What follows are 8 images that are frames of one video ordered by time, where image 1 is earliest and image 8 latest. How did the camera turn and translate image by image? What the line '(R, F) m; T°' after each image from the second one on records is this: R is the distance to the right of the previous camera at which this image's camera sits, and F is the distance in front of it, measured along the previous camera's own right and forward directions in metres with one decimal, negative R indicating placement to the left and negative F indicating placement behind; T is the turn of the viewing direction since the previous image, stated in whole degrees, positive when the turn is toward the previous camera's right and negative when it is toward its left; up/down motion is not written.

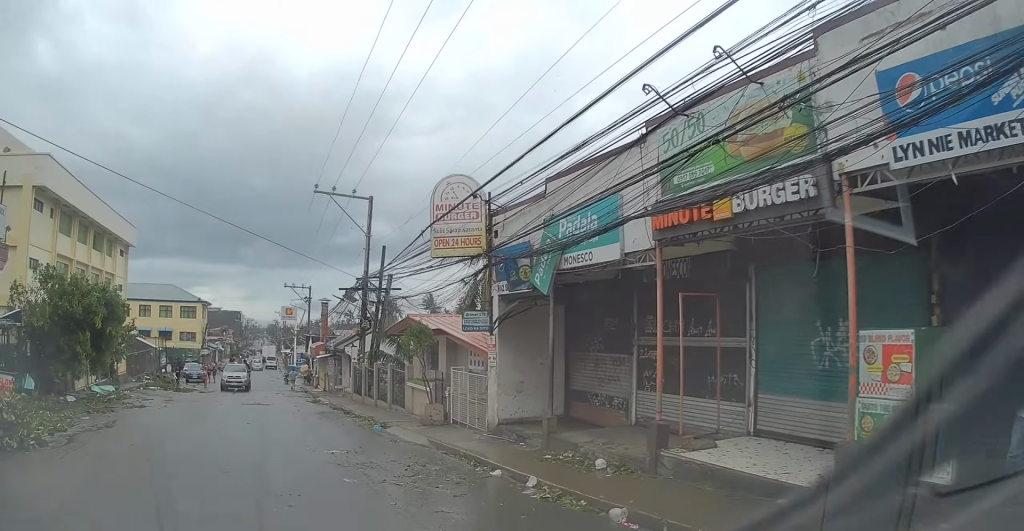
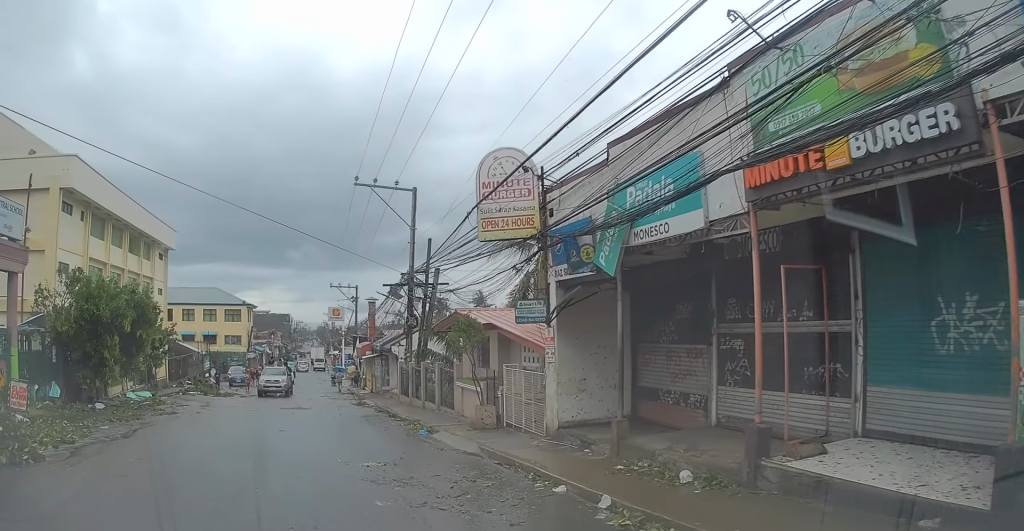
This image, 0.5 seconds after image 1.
(0.0, +1.7) m; -1°
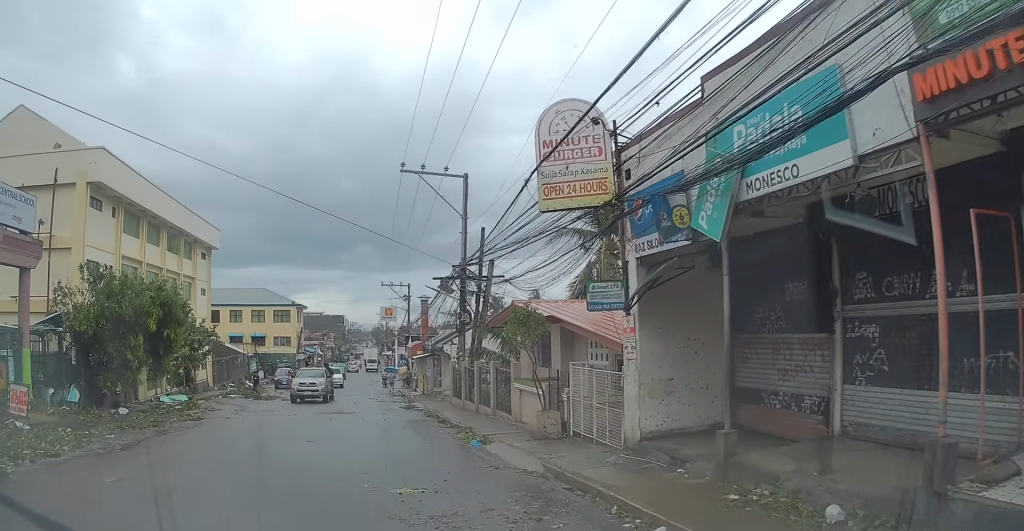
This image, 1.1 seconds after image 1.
(0.0, +2.3) m; 0°
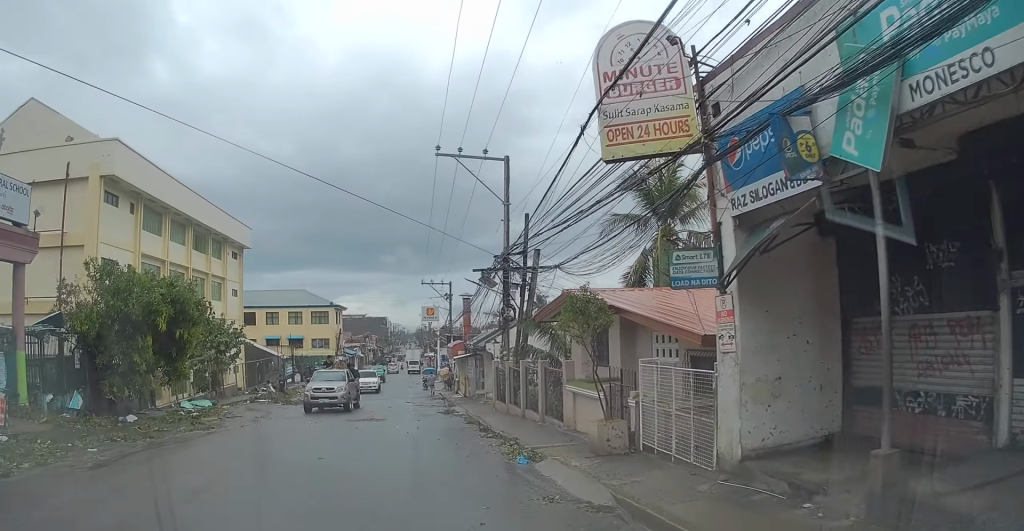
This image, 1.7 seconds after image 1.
(0.0, +2.4) m; -4°
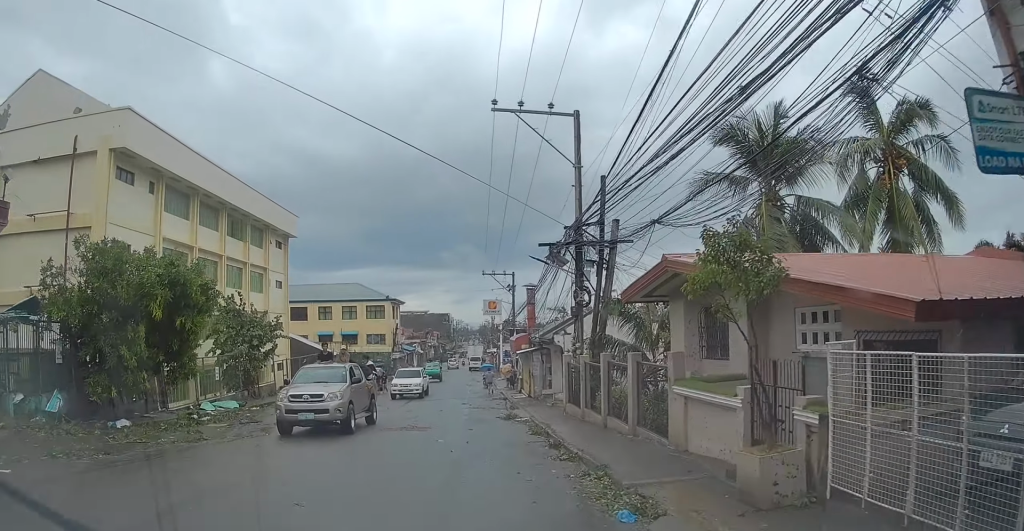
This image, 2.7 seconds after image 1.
(-0.3, +4.1) m; -11°
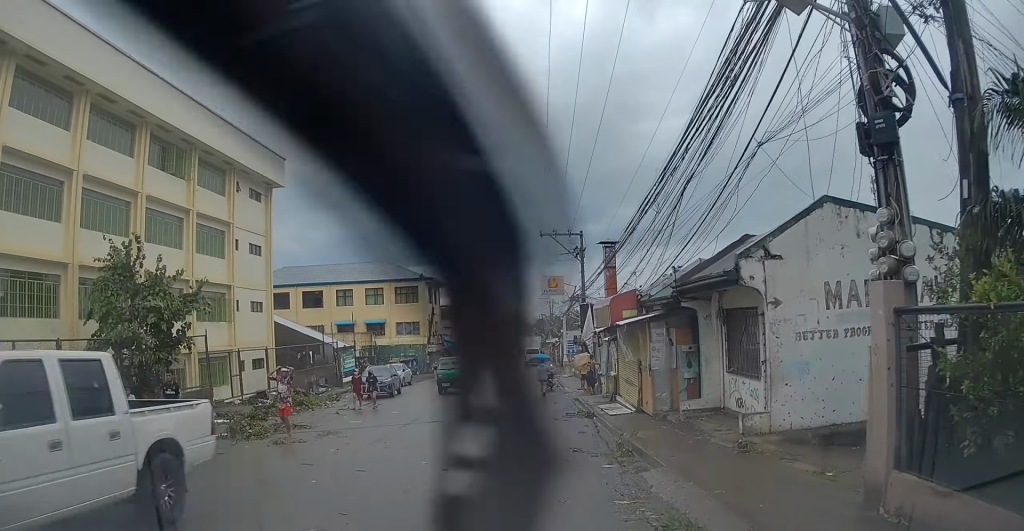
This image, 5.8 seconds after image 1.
(+0.3, +15.0) m; +1°
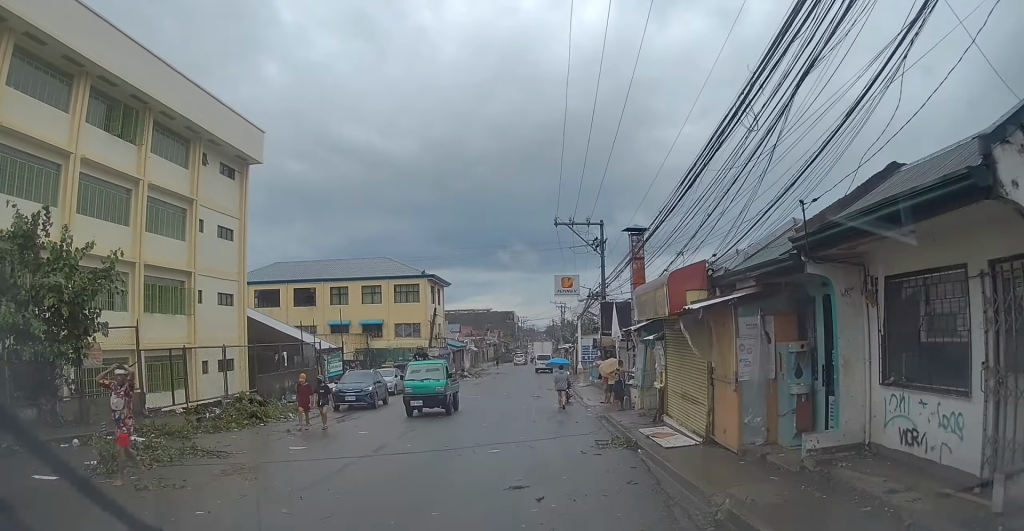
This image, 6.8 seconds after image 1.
(-0.5, +5.5) m; -6°
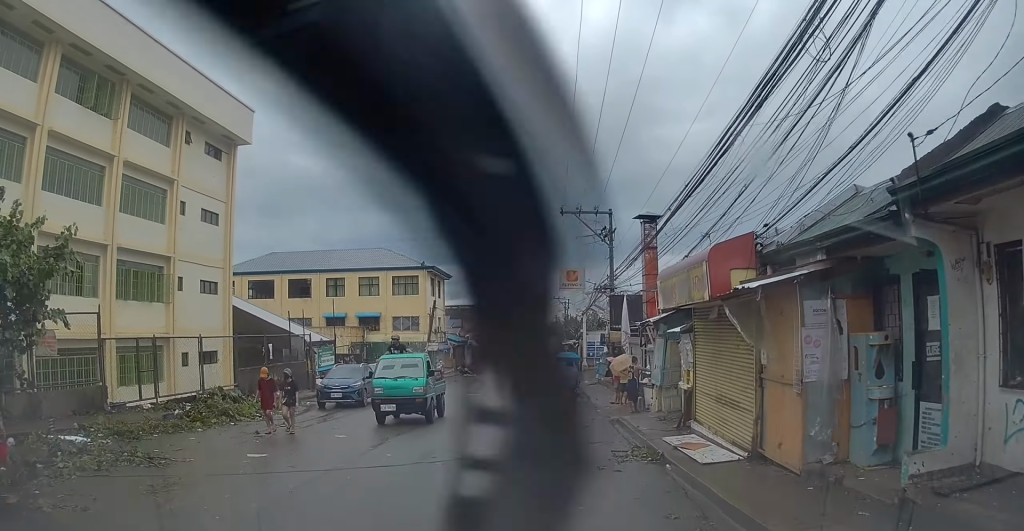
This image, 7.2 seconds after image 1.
(0.0, +2.3) m; 0°
